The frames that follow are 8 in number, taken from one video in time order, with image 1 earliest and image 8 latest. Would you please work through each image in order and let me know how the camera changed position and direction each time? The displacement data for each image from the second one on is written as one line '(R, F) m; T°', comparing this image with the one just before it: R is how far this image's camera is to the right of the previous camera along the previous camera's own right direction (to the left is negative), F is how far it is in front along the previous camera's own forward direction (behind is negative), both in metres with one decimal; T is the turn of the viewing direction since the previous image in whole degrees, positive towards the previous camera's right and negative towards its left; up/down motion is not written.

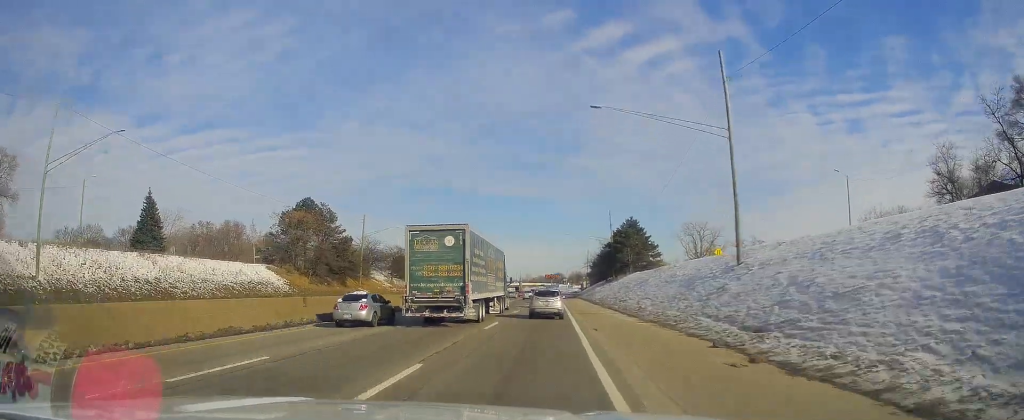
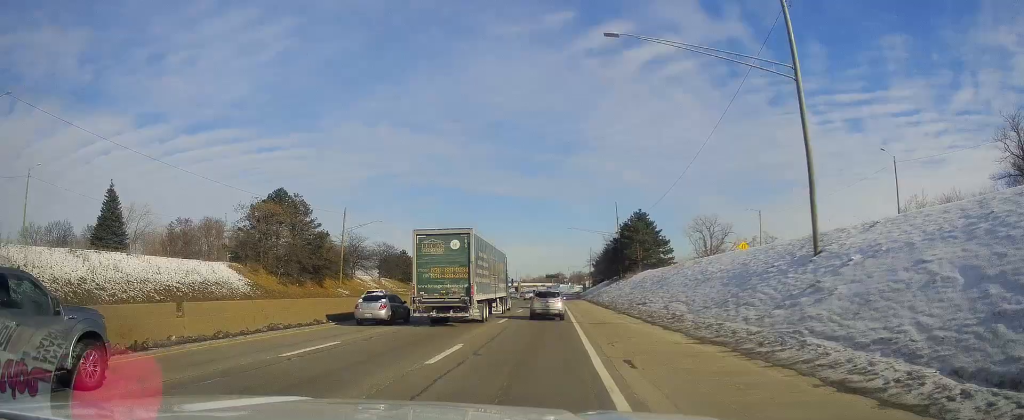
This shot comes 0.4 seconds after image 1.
(0.0, +10.7) m; 0°
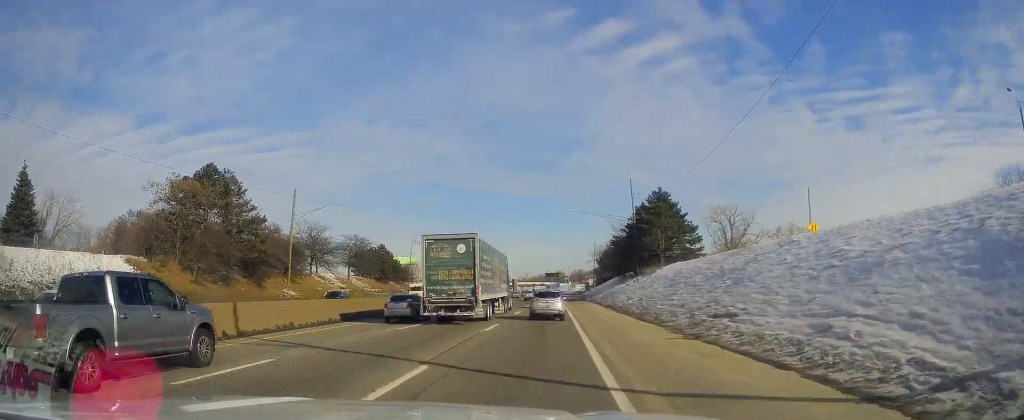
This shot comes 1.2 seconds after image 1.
(-0.3, +19.8) m; 0°
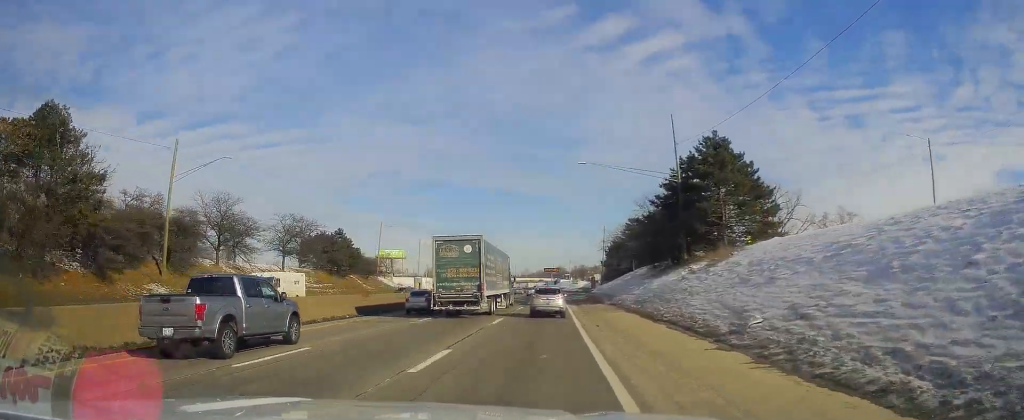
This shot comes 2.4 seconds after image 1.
(+0.3, +28.2) m; 0°
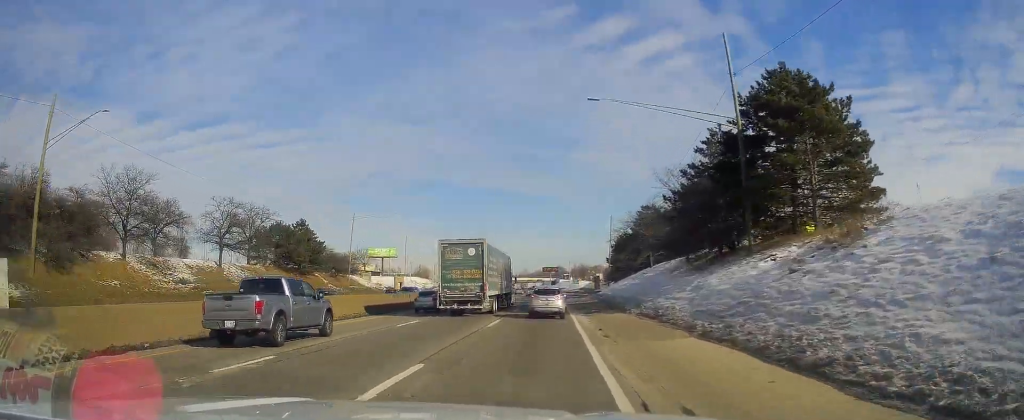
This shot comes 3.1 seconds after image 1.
(-0.4, +17.5) m; 0°
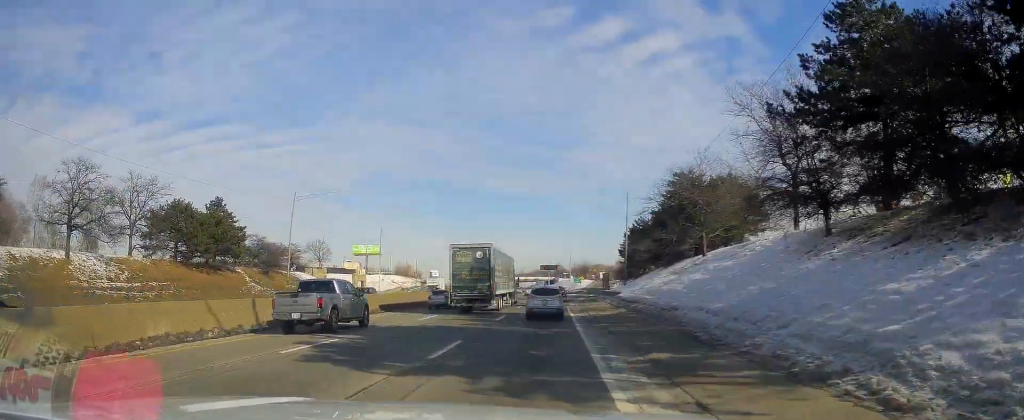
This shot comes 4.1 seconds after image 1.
(+0.6, +26.6) m; 0°
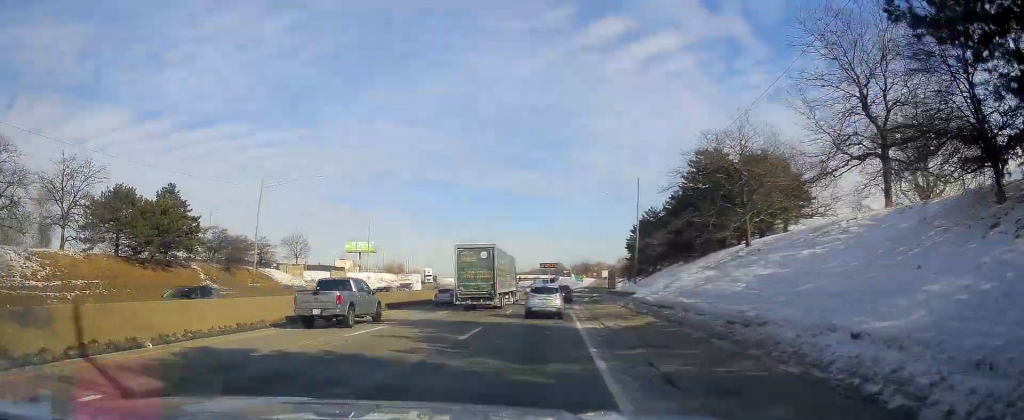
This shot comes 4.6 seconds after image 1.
(-0.2, +10.7) m; 0°
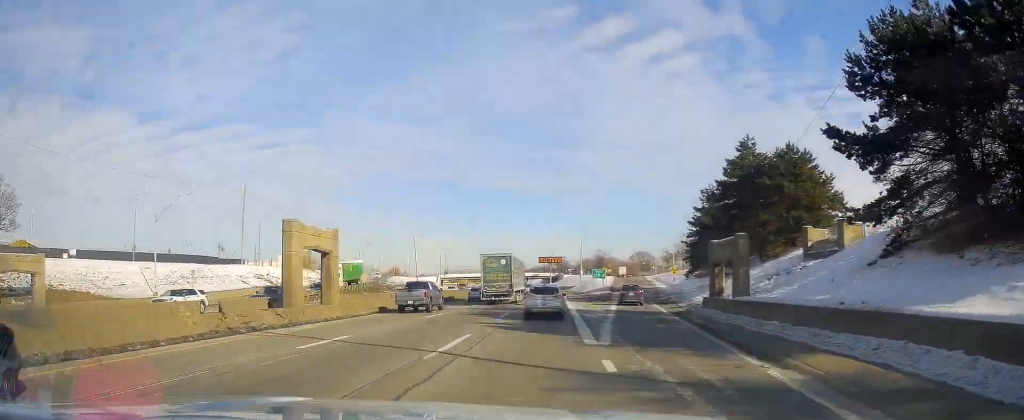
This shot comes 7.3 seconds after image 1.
(-0.6, +65.6) m; -2°
